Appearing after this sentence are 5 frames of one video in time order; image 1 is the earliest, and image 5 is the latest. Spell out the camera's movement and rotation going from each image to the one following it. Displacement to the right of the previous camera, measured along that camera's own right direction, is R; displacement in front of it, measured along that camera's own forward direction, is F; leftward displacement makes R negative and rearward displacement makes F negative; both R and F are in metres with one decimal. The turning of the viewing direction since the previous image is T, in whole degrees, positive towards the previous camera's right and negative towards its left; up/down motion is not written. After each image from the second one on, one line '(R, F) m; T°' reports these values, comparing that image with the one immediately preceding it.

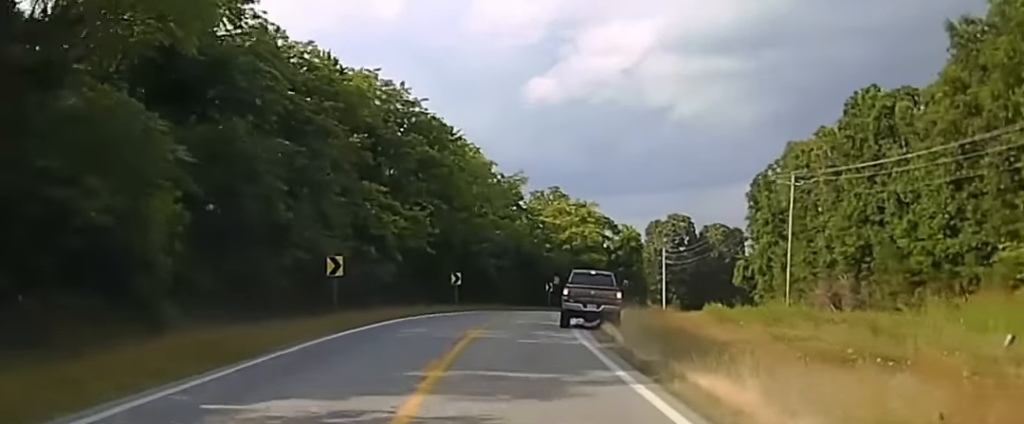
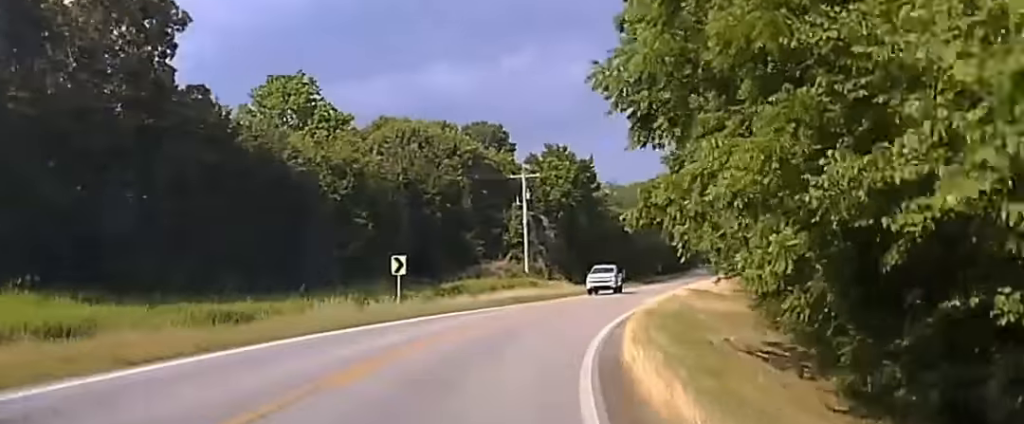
(+31.5, +134.4) m; +31°
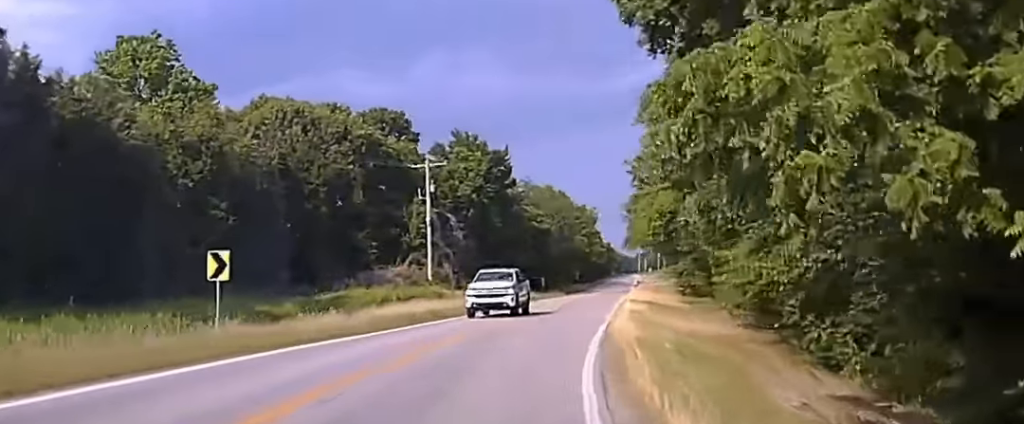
(+1.1, +16.7) m; +4°
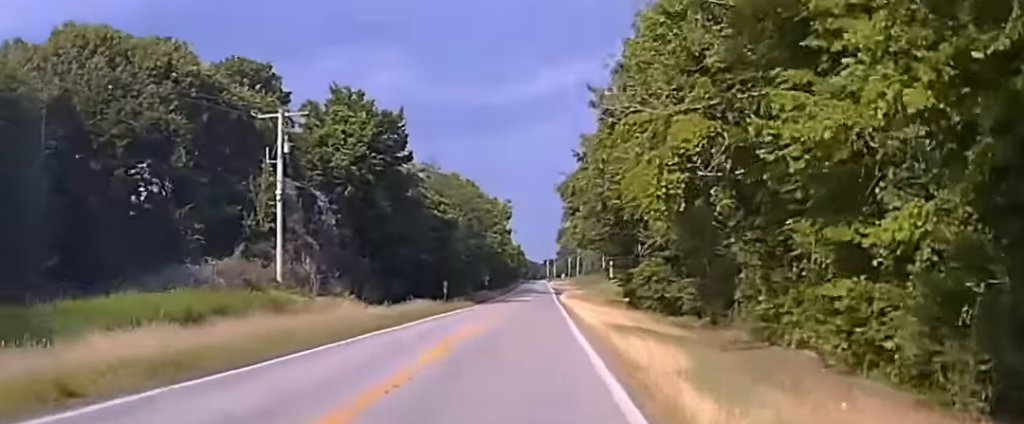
(+1.5, +25.9) m; +5°
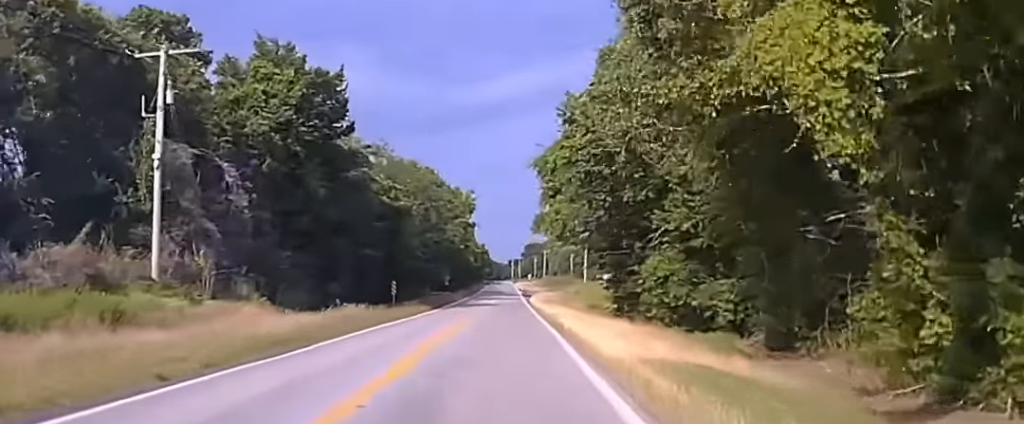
(+0.6, +17.5) m; +2°
